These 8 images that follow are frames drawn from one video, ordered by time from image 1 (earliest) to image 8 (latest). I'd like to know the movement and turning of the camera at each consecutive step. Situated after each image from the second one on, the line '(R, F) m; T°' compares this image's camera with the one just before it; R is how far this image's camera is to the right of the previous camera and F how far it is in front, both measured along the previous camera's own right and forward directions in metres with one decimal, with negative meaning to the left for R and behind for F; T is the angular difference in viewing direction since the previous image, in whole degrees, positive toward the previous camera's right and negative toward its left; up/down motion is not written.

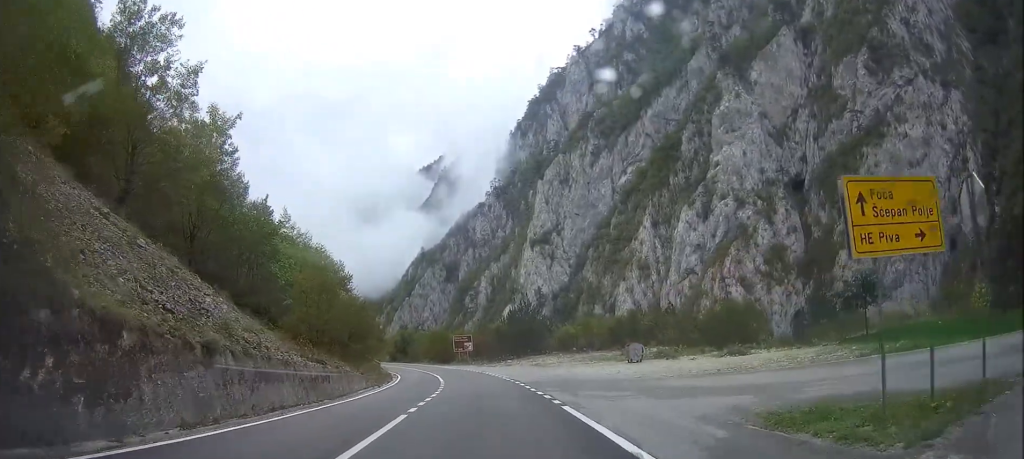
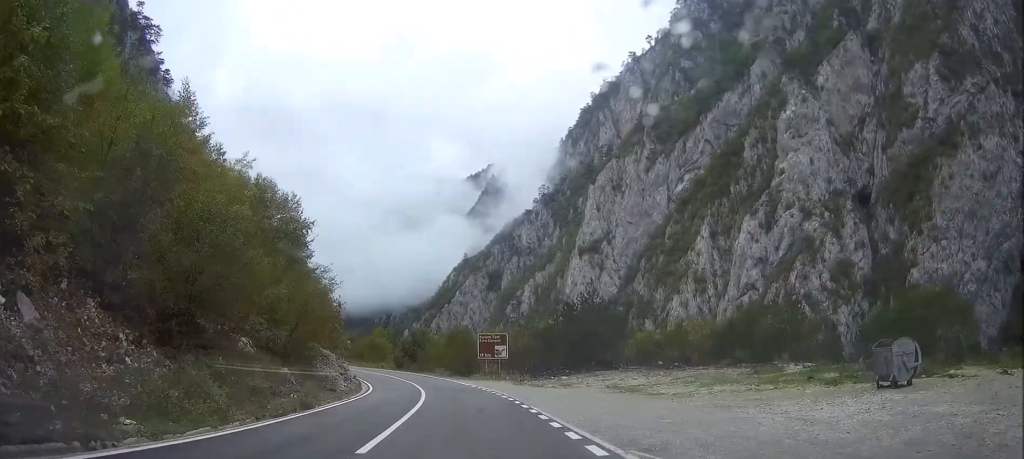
(+1.1, +30.8) m; -1°
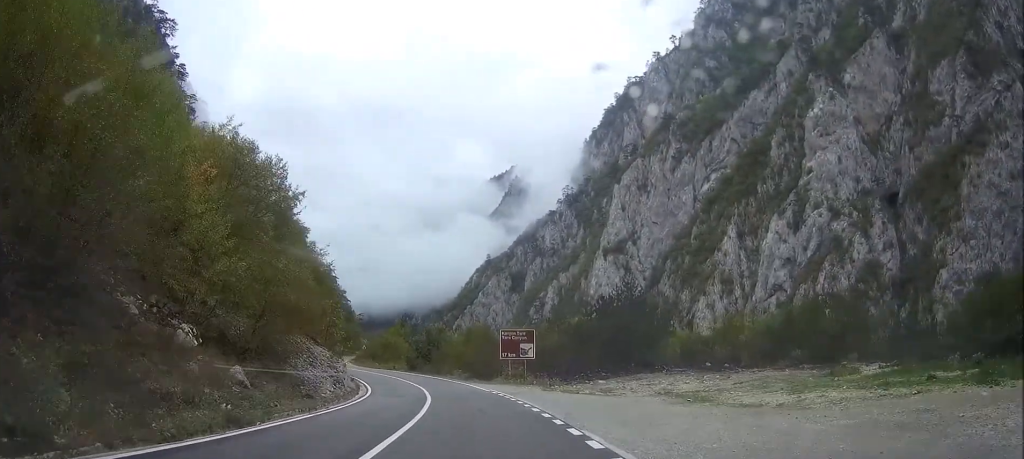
(-0.2, +7.9) m; -2°
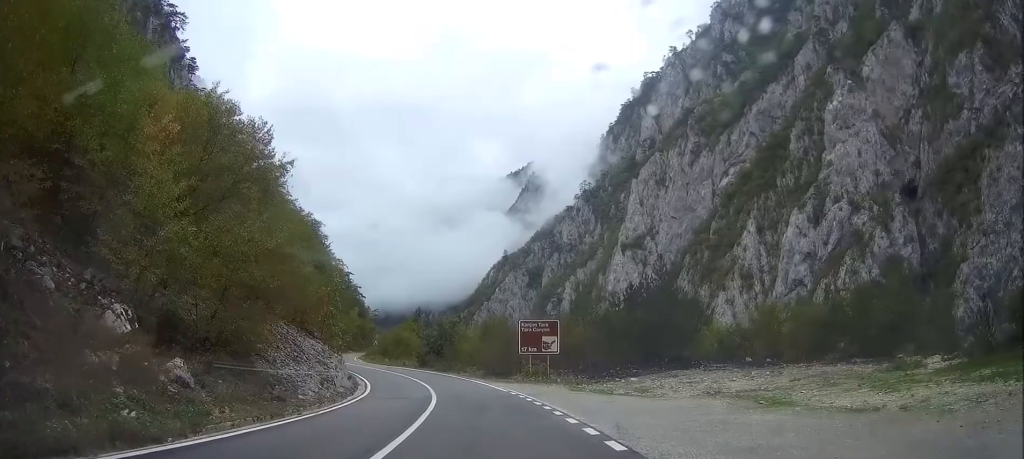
(0.0, +5.3) m; -1°
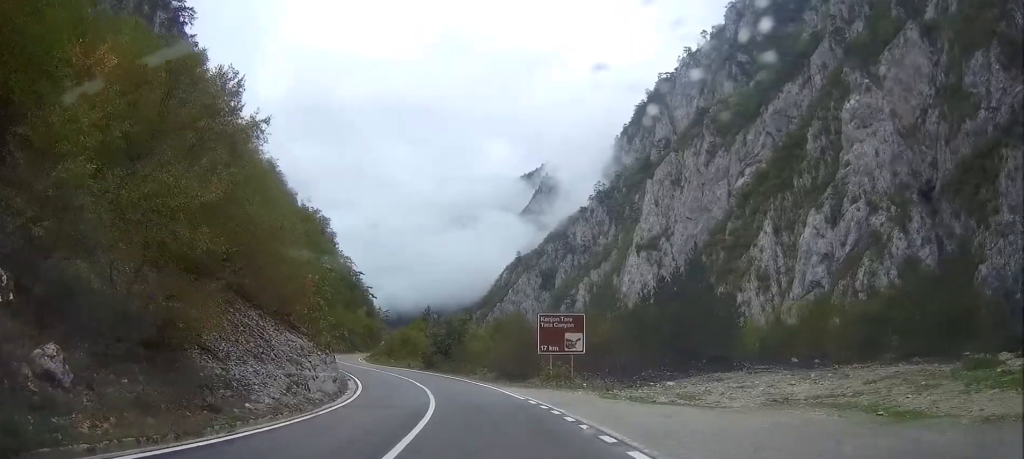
(-0.1, +5.8) m; -2°
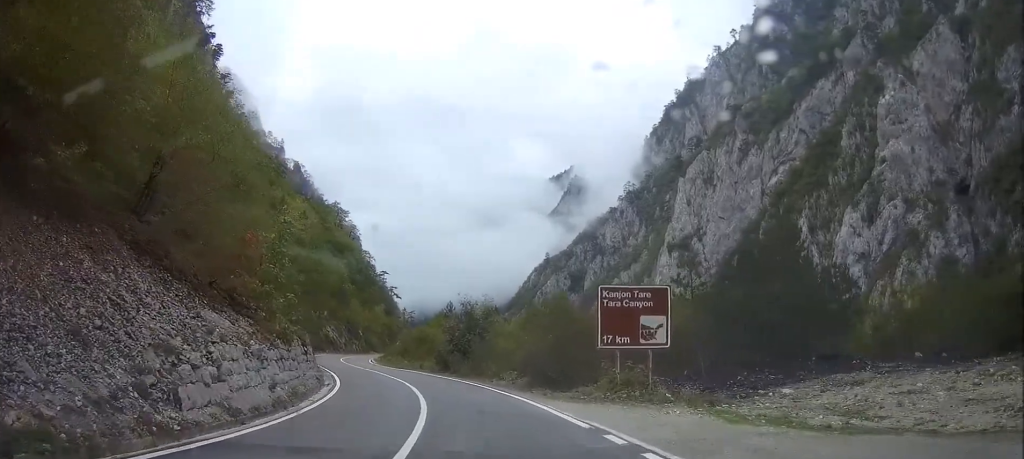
(-0.3, +11.1) m; -4°
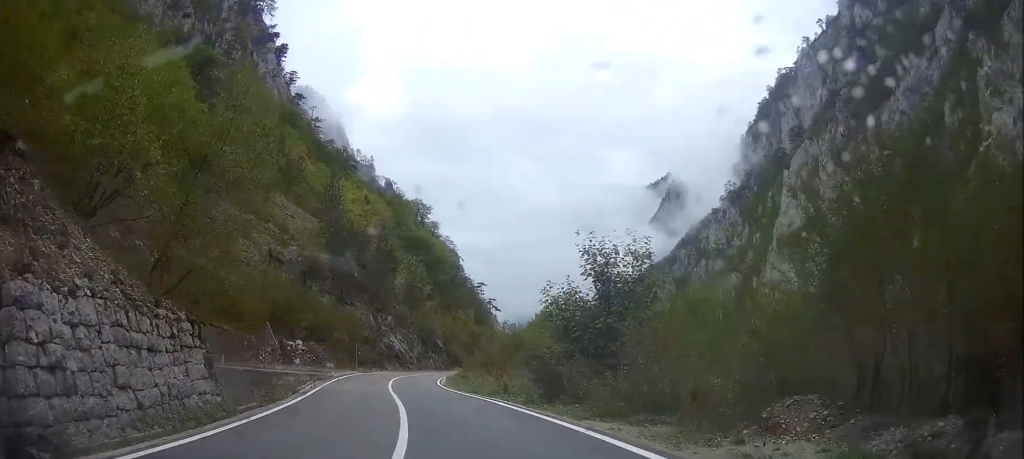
(-1.7, +24.5) m; -5°
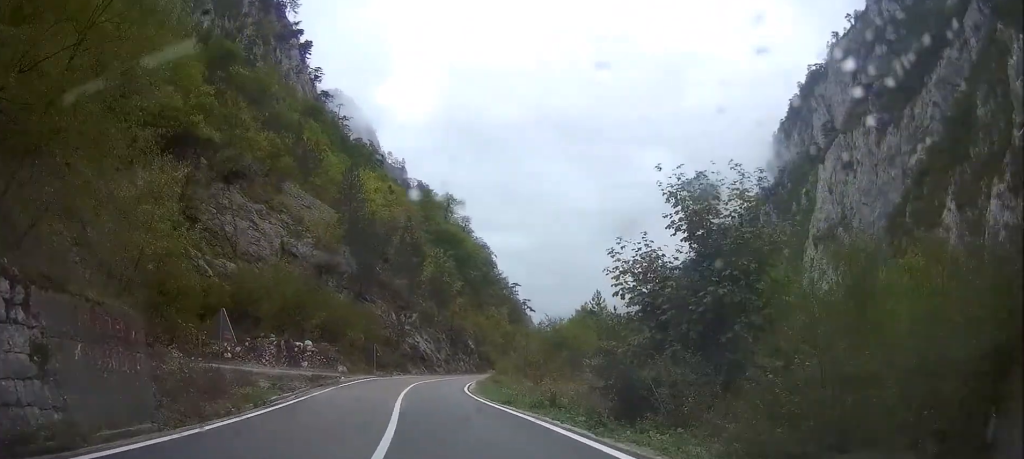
(0.0, +7.6) m; 0°
